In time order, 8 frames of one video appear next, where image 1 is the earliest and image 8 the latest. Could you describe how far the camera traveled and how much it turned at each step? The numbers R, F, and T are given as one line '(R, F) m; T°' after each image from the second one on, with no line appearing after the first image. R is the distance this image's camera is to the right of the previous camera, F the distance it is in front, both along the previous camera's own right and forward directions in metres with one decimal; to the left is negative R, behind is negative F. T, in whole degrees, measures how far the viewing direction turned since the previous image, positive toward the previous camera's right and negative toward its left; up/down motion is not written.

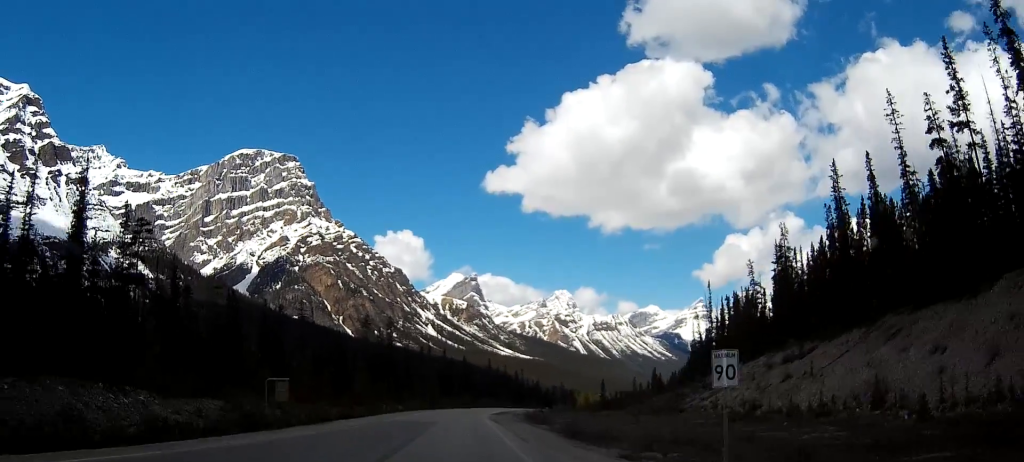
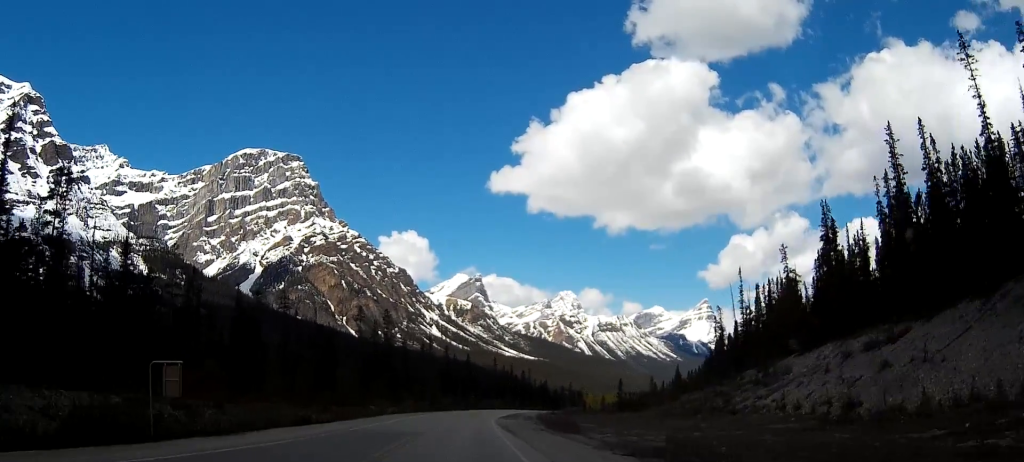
(-0.1, +18.0) m; 0°
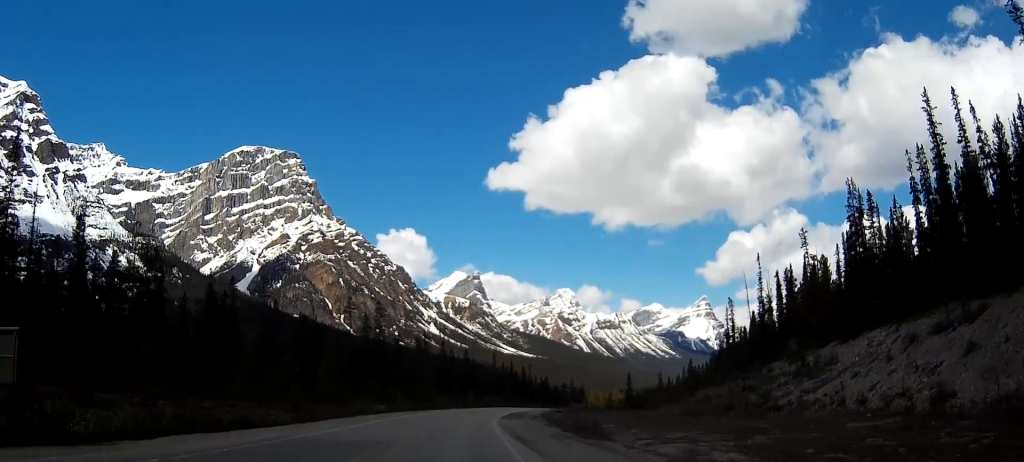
(0.0, +11.7) m; 0°
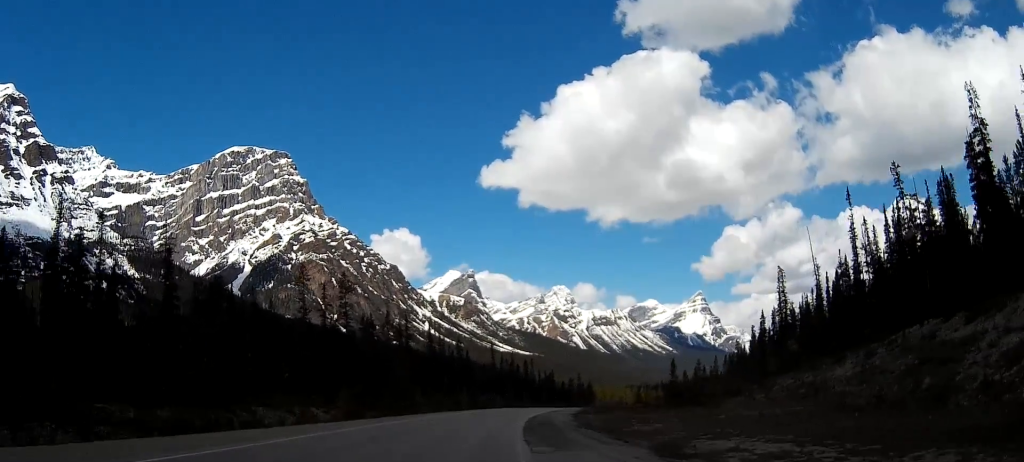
(+0.1, +40.4) m; 0°
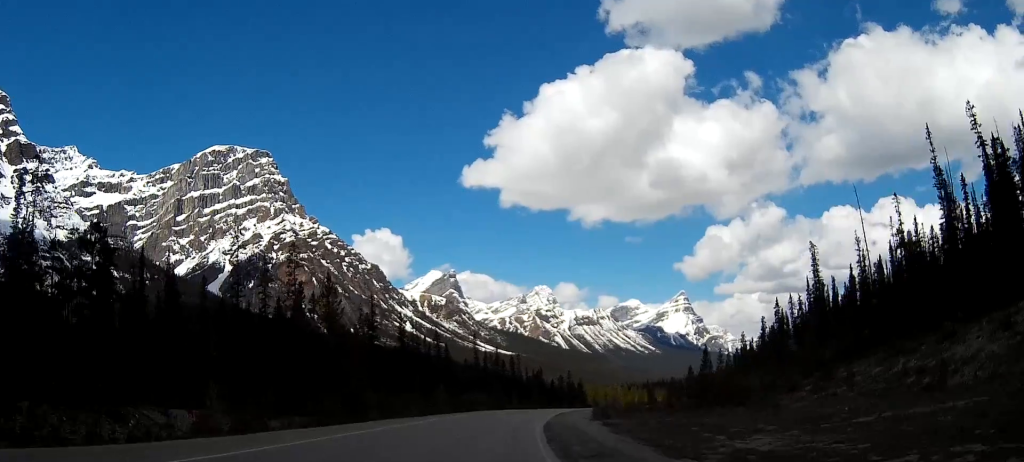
(-0.1, +26.9) m; +1°
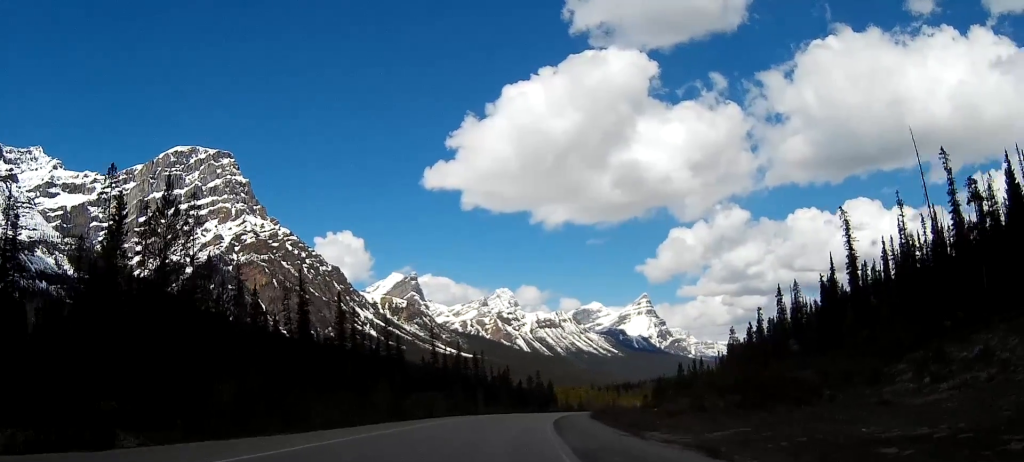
(+0.6, +28.8) m; +2°
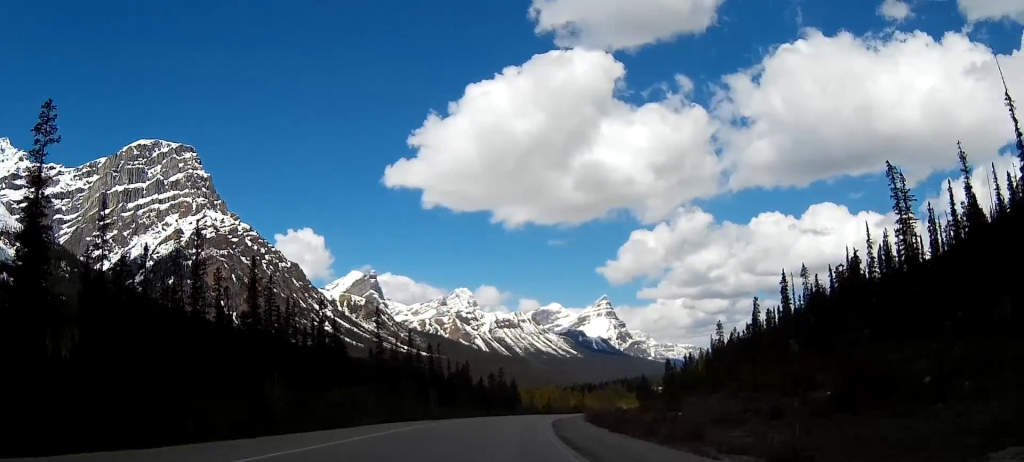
(+0.6, +27.9) m; +4°
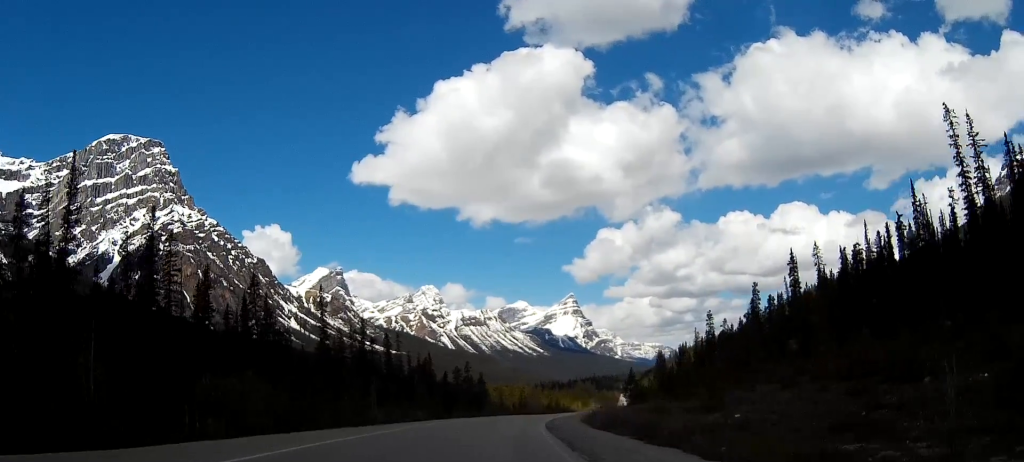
(+1.1, +22.5) m; +3°
